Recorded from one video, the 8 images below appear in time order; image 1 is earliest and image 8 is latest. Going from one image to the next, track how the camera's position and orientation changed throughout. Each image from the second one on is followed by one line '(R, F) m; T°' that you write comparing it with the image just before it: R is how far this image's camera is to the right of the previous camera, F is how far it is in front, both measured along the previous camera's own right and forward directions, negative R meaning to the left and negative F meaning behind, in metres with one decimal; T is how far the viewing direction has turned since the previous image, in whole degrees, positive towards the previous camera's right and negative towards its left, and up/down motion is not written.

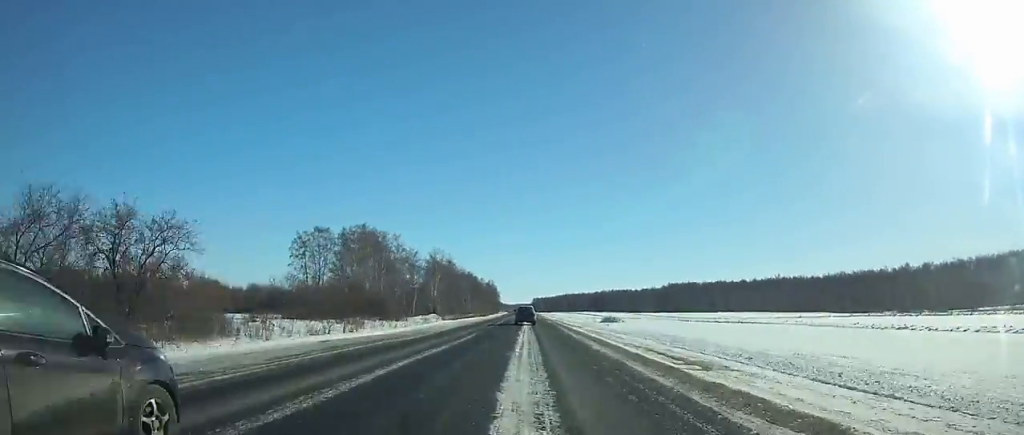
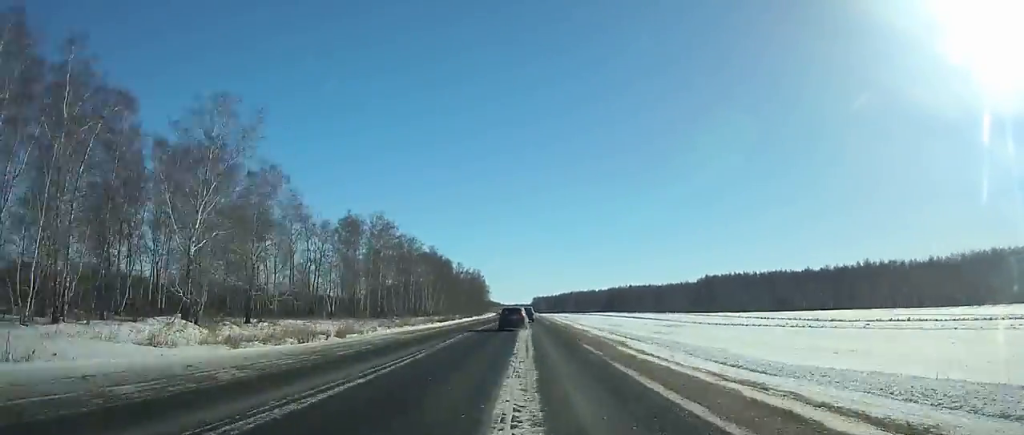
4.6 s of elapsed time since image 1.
(-0.7, +99.5) m; 0°
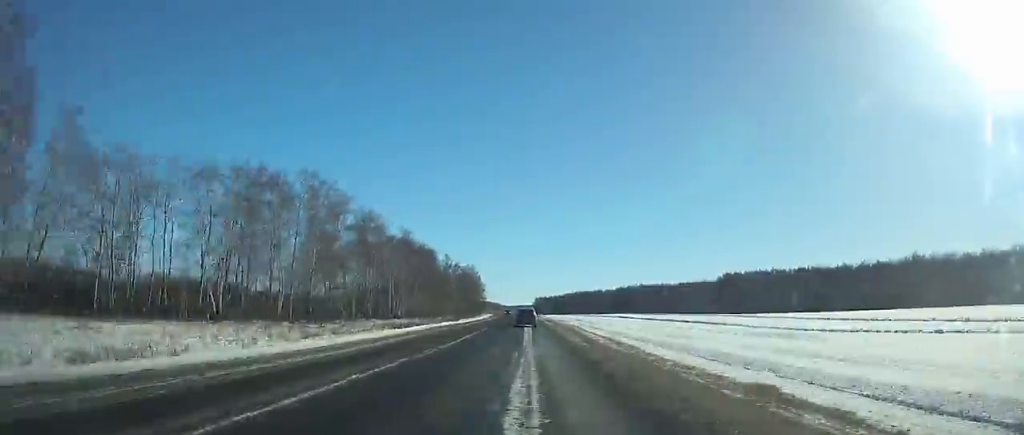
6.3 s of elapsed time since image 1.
(0.0, +37.0) m; 0°
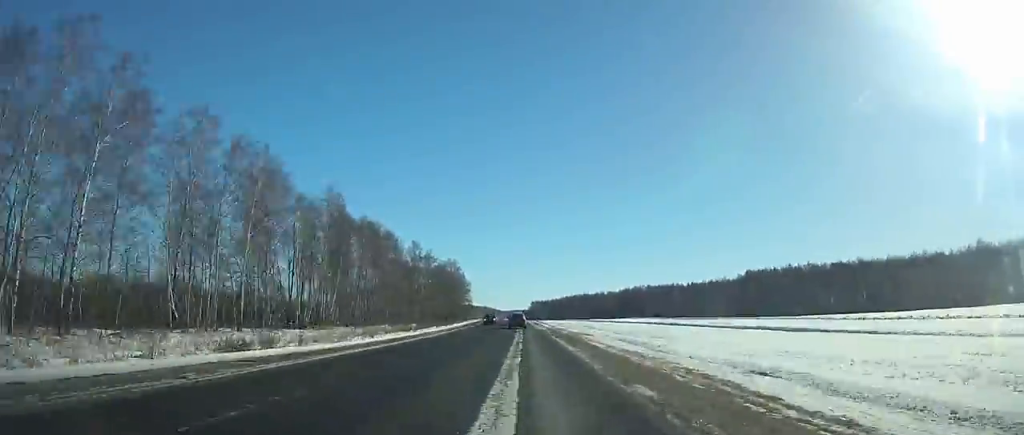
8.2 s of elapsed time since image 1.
(+0.2, +41.5) m; 0°
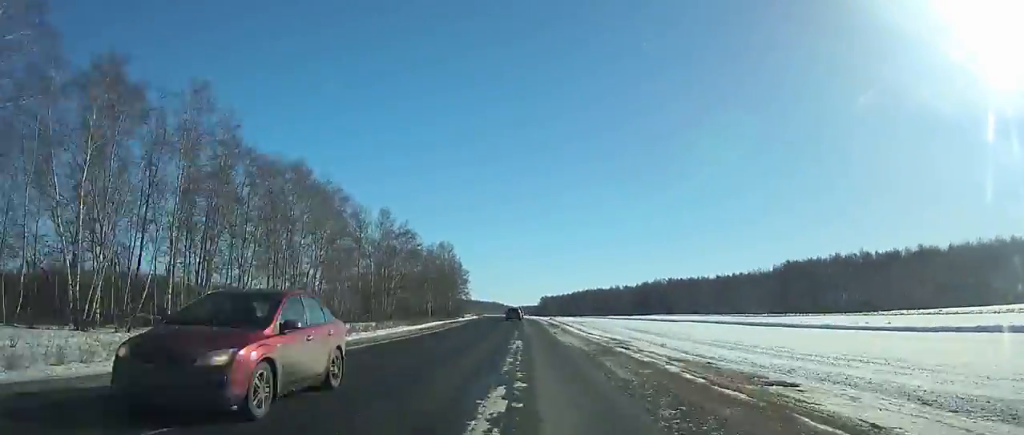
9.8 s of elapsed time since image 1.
(-0.2, +35.3) m; -1°
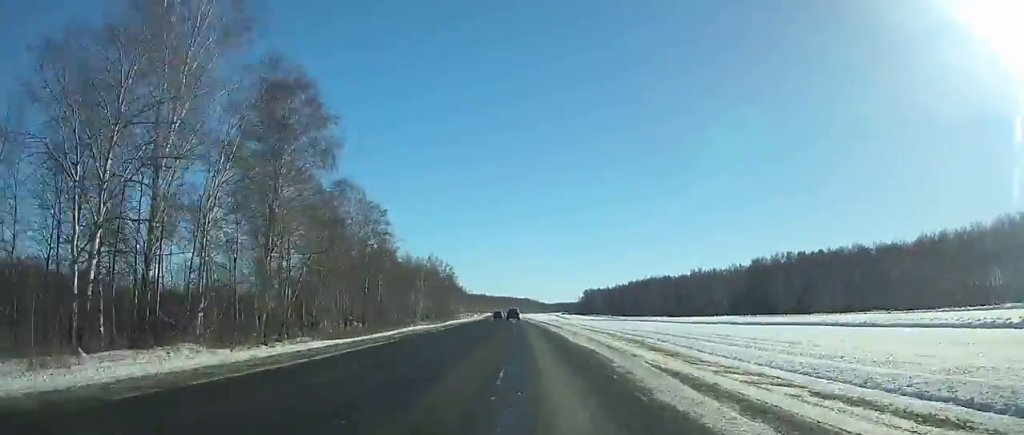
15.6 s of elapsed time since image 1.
(-3.6, +129.0) m; -3°
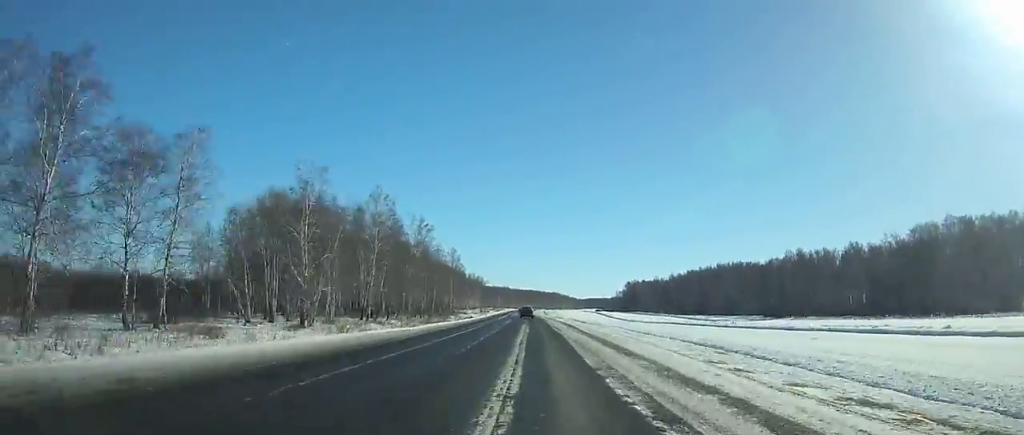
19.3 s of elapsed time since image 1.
(-1.6, +81.3) m; -2°
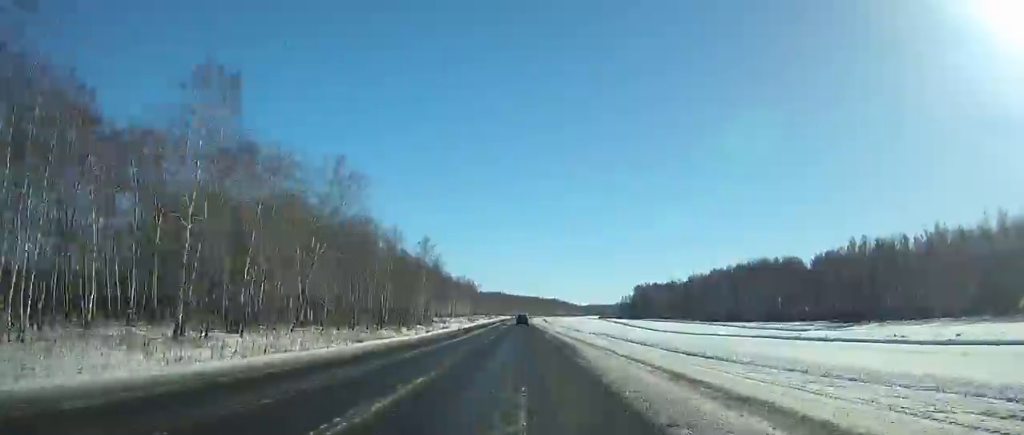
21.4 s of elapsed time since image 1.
(-0.4, +45.5) m; -1°
